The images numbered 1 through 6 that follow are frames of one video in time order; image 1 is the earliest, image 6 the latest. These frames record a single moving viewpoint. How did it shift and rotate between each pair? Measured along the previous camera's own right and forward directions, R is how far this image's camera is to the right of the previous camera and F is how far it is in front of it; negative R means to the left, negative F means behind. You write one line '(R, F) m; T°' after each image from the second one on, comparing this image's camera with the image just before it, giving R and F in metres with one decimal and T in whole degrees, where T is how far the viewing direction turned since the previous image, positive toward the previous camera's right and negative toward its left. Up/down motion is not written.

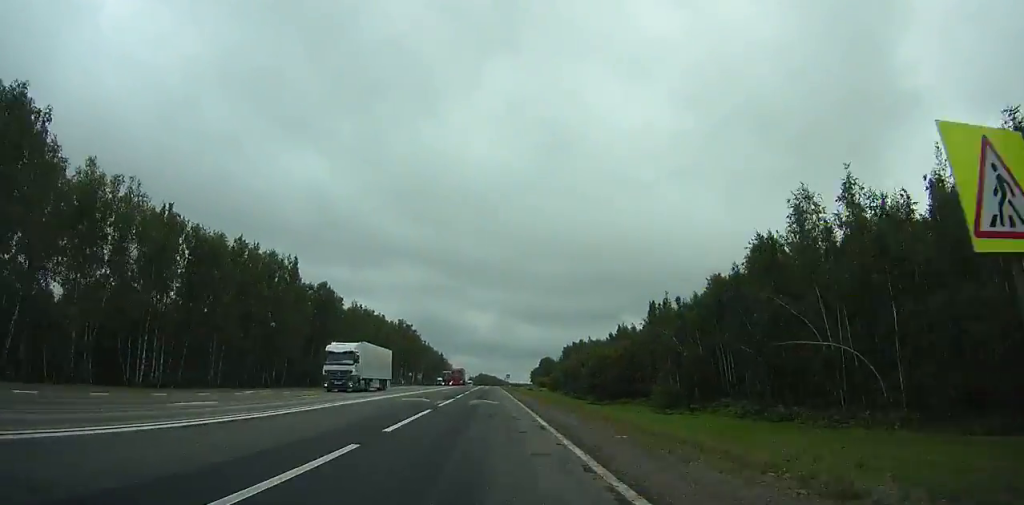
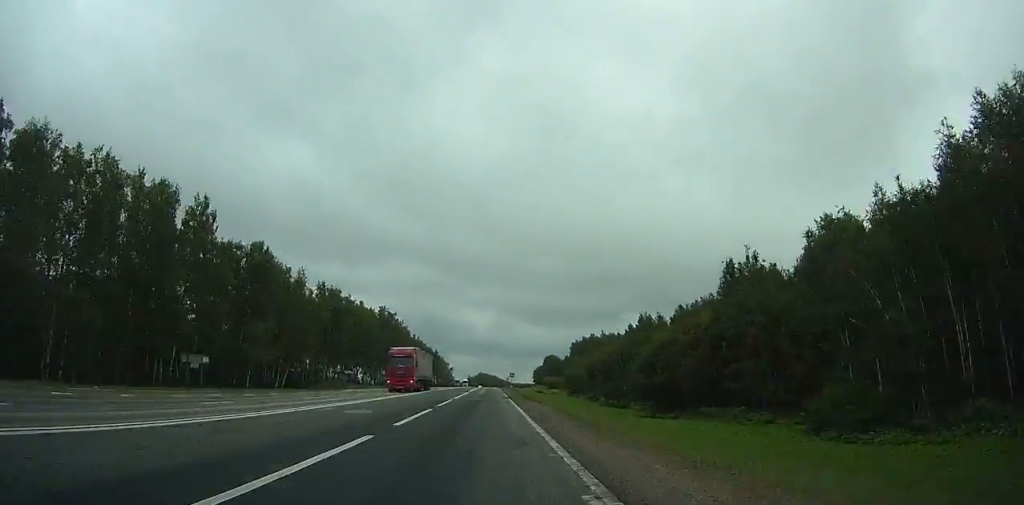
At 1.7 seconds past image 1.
(+0.2, +34.4) m; 0°
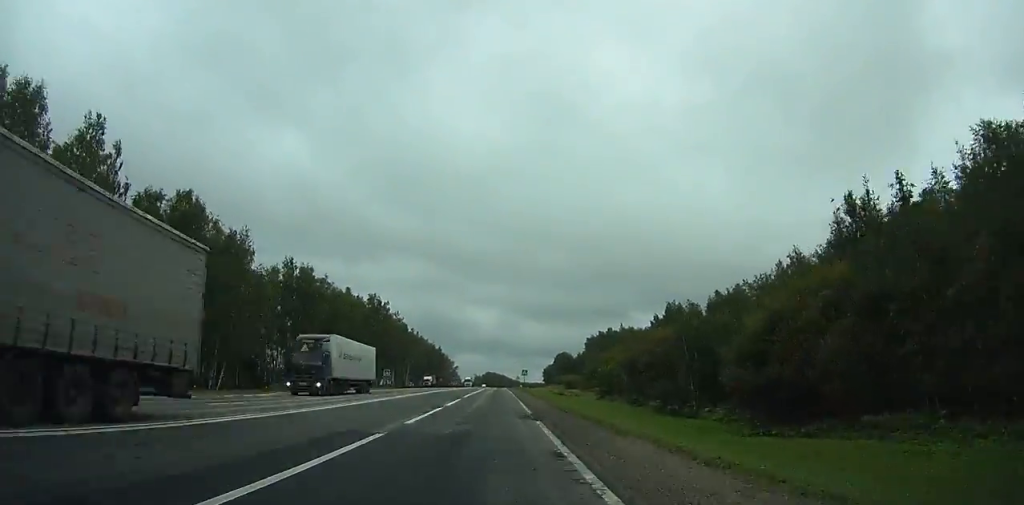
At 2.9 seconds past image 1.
(0.0, +23.8) m; 0°
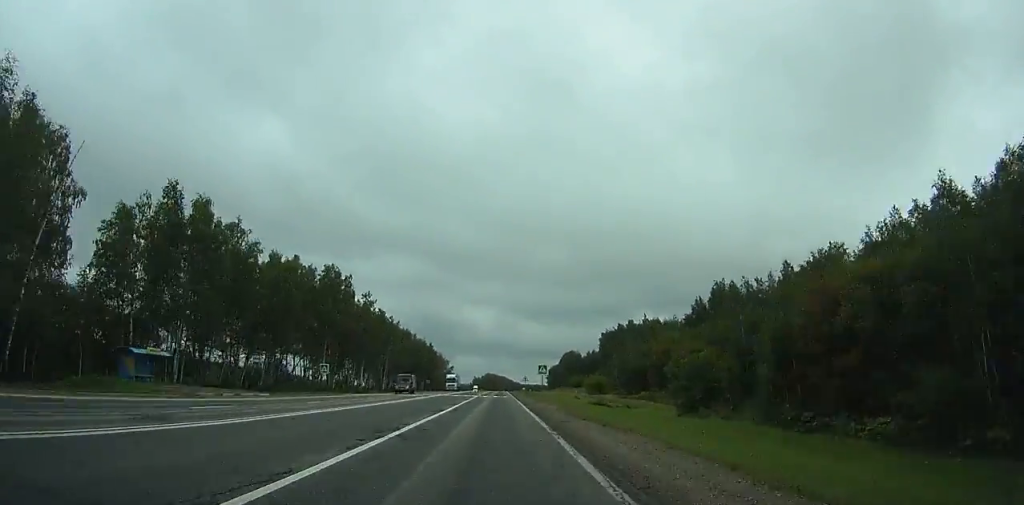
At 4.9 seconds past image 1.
(0.0, +39.2) m; 0°
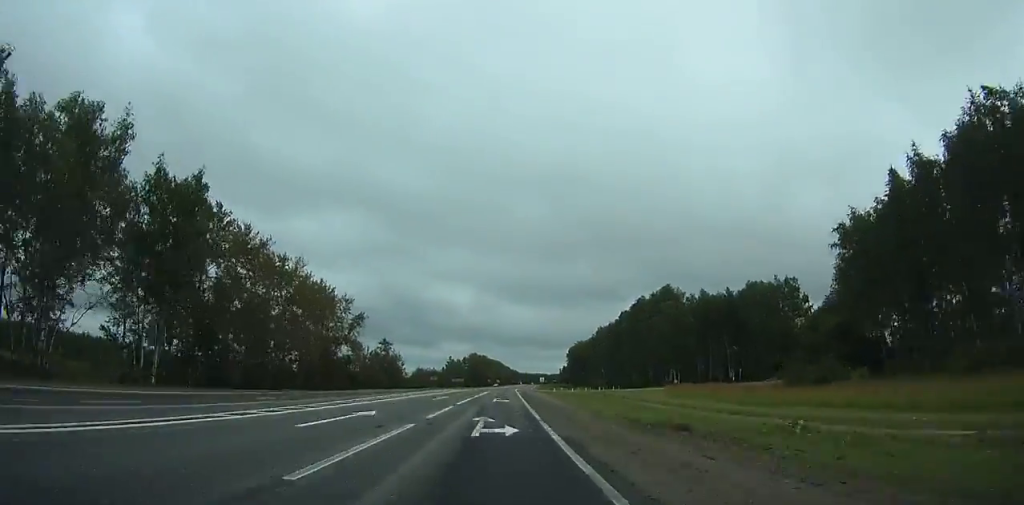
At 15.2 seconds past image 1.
(+0.8, +197.0) m; +1°
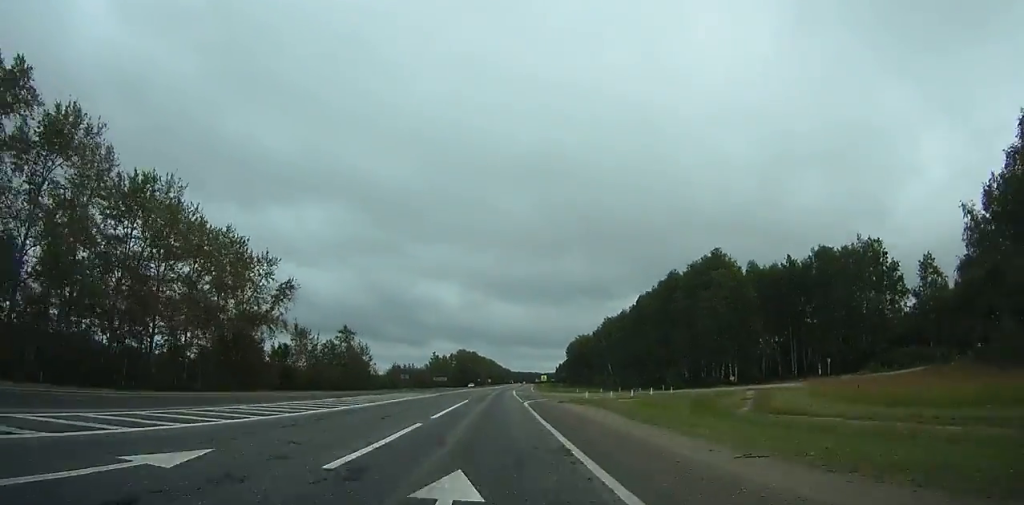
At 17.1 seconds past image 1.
(-0.1, +35.7) m; 0°
